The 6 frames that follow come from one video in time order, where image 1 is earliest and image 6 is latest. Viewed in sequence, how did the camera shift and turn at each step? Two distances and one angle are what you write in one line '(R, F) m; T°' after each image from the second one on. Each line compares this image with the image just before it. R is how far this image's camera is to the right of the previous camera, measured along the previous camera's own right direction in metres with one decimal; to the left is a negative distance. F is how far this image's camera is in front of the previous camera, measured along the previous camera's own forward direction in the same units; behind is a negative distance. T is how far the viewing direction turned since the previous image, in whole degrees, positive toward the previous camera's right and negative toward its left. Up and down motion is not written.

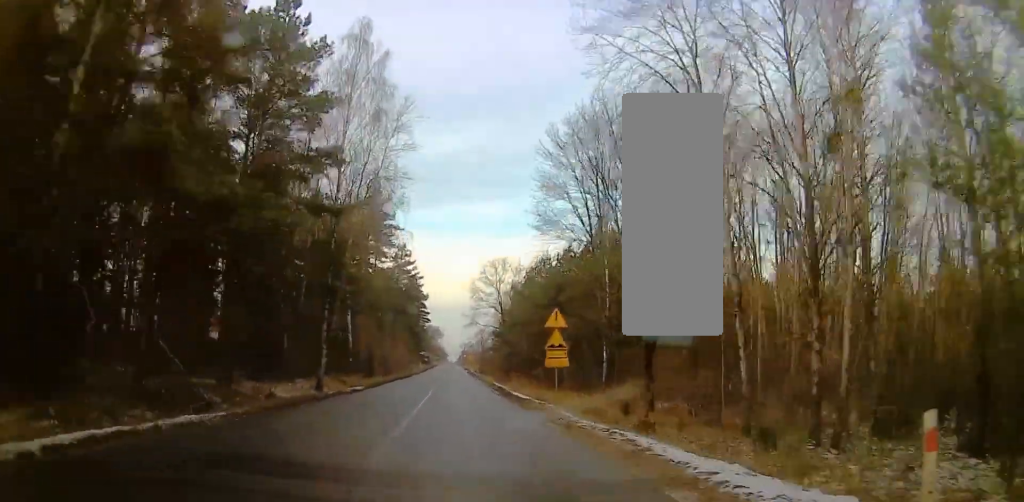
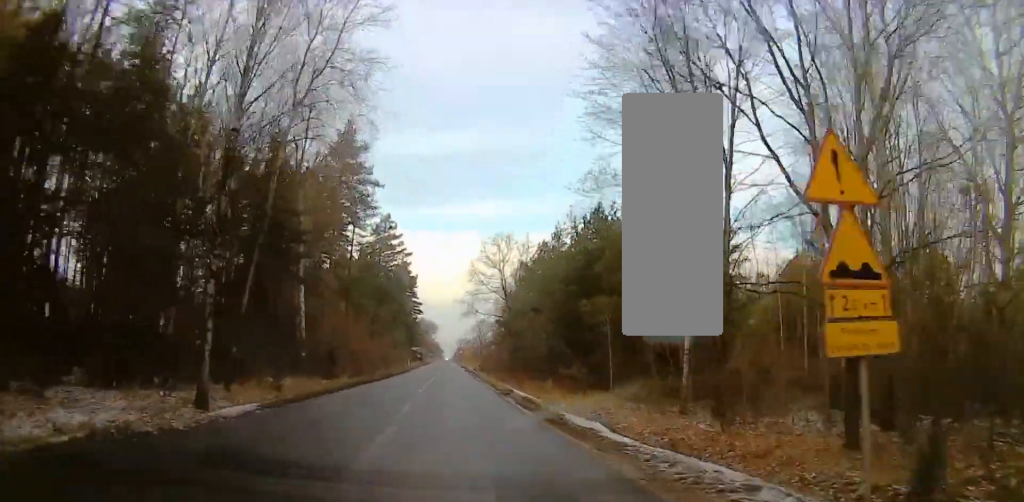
(0.0, +18.0) m; 0°
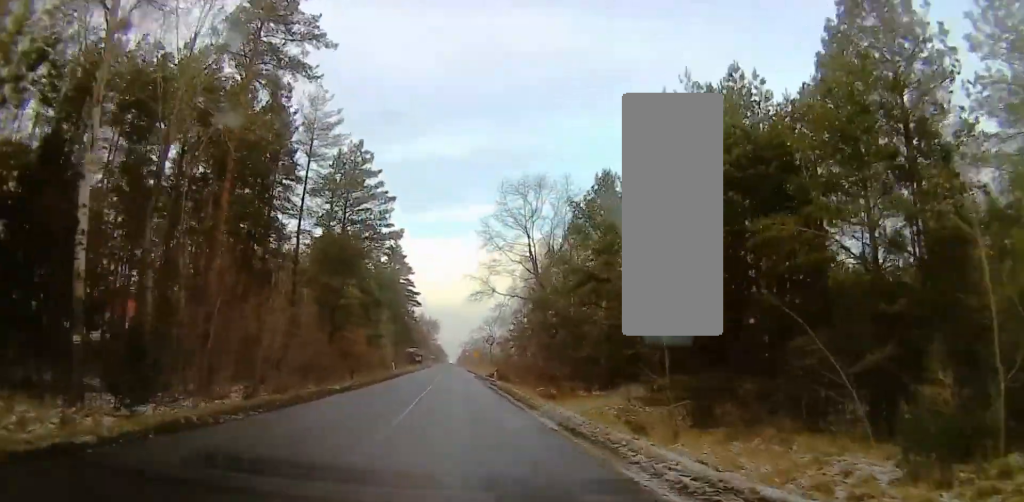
(0.0, +28.6) m; 0°
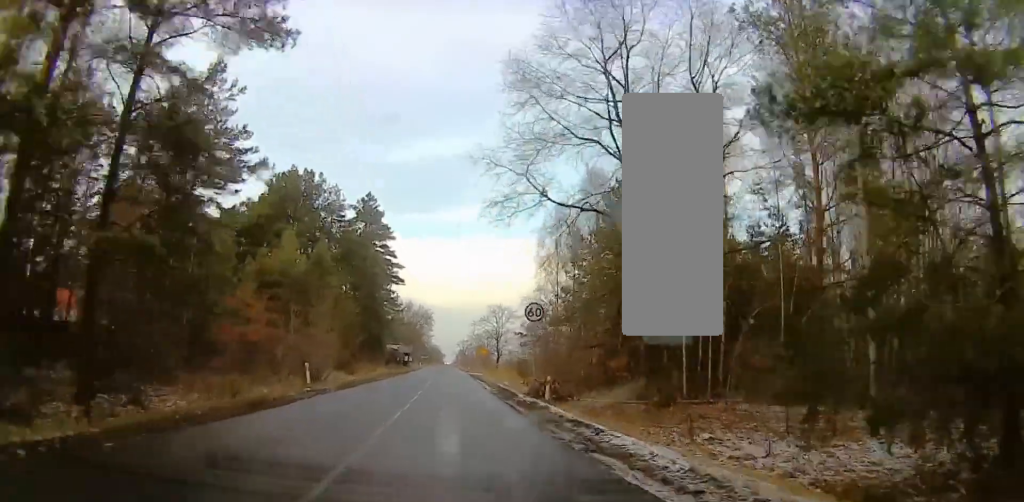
(0.0, +36.8) m; 0°
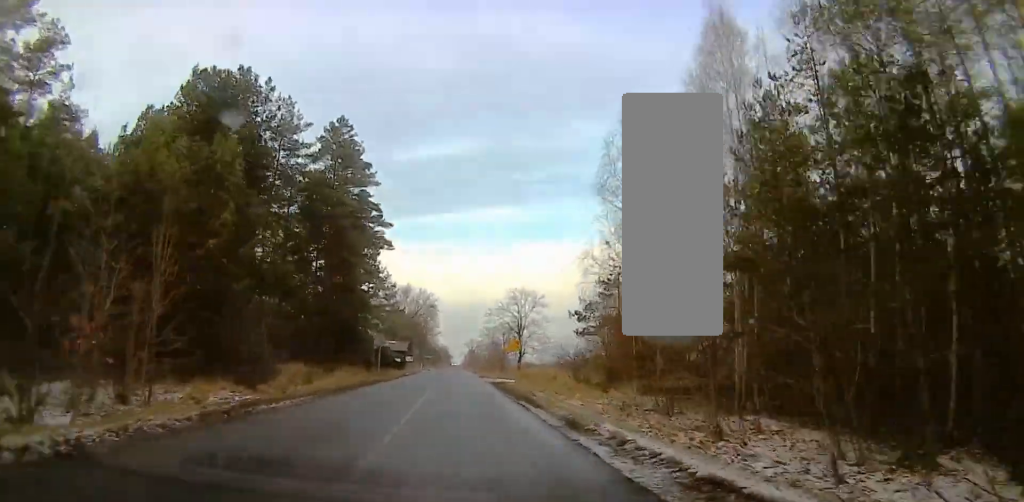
(-0.1, +29.4) m; 0°
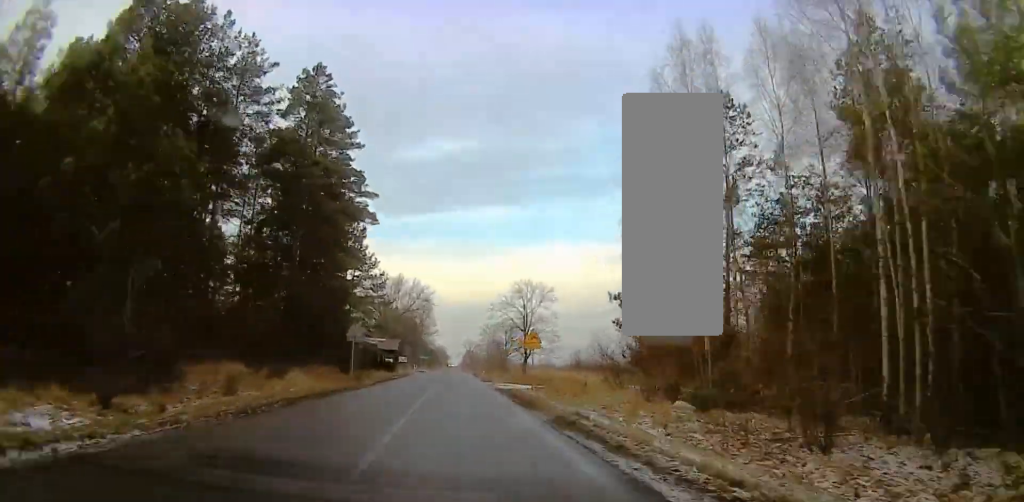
(0.0, +11.3) m; 0°
